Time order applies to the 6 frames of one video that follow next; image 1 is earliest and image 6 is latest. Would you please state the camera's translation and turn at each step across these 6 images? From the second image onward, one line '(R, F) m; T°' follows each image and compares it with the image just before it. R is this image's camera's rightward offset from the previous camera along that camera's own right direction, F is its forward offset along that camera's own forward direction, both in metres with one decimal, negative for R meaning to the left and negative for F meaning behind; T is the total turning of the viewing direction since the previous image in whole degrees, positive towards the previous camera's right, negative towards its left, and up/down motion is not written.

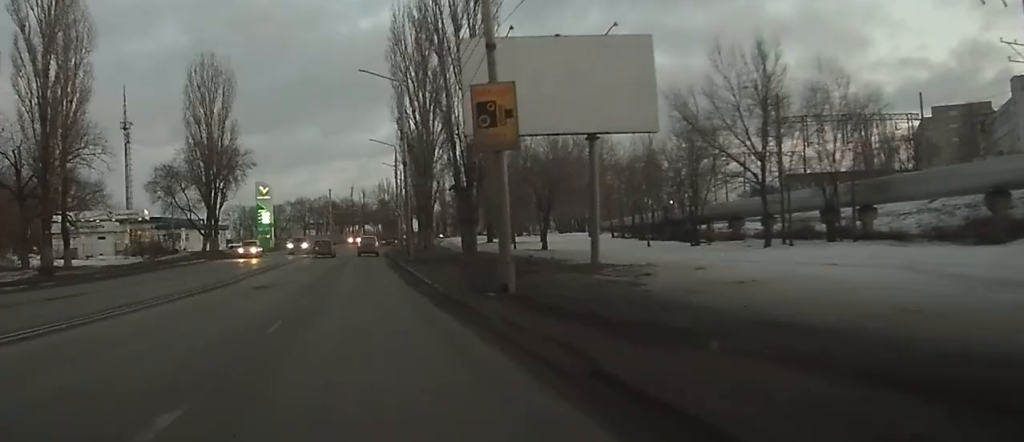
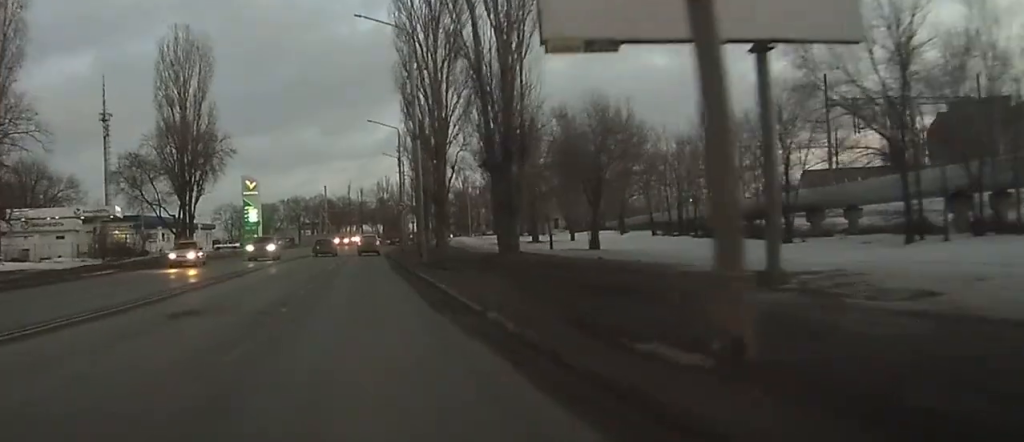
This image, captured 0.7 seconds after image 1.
(-0.3, +11.7) m; +5°
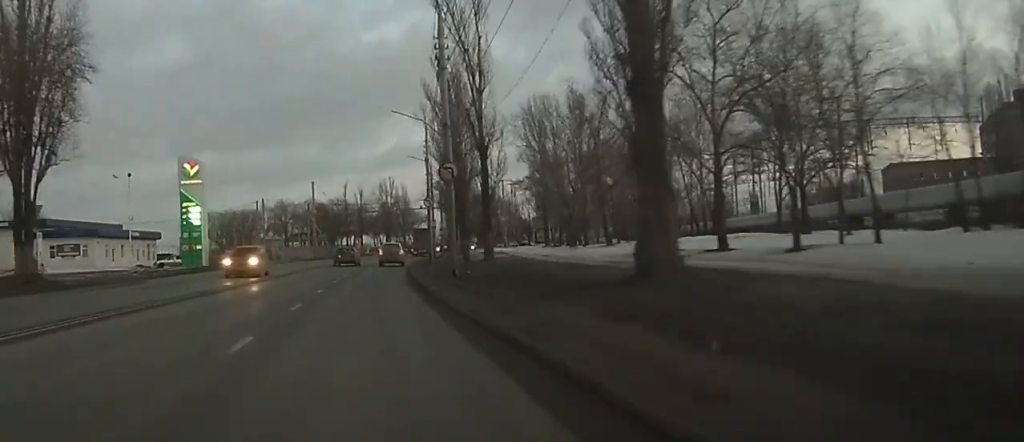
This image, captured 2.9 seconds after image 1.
(-3.7, +37.3) m; -12°
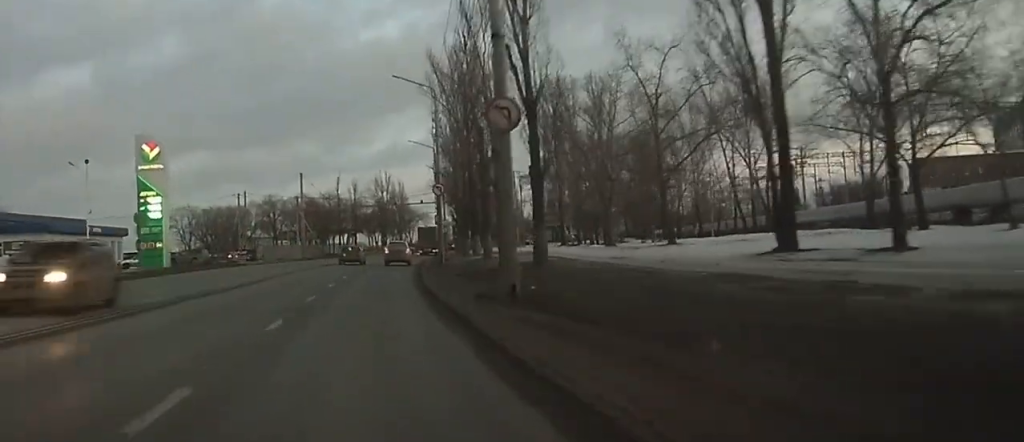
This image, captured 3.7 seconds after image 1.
(+0.5, +13.5) m; +3°
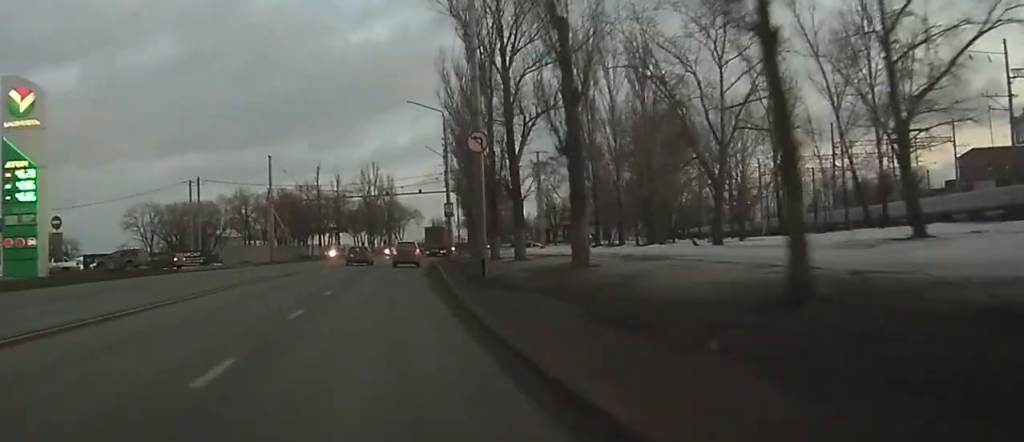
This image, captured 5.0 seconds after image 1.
(+1.5, +22.9) m; +7°
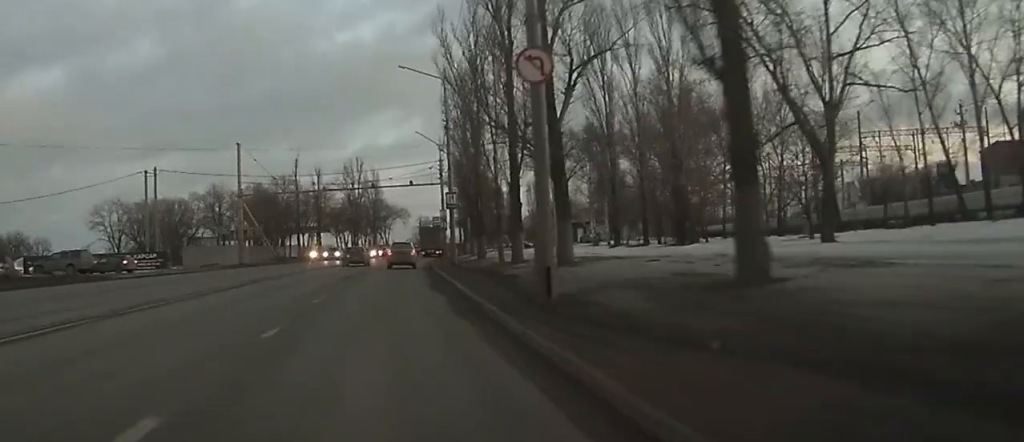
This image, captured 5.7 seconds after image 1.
(+1.8, +11.0) m; -4°
